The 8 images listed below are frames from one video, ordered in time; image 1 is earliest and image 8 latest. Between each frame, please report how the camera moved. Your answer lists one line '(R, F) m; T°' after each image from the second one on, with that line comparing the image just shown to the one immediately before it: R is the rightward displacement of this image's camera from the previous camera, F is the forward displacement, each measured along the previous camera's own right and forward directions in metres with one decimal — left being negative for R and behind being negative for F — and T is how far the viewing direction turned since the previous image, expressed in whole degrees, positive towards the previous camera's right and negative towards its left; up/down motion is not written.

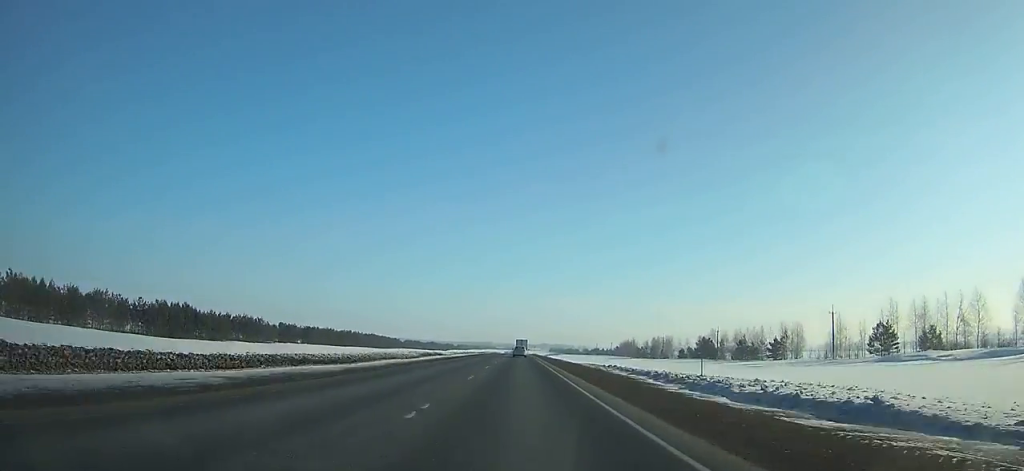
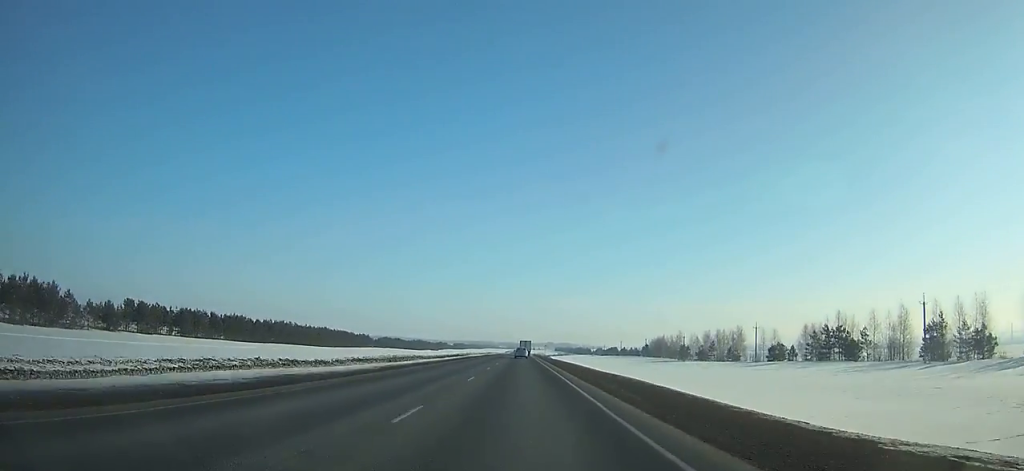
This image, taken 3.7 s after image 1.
(0.0, +83.3) m; 0°
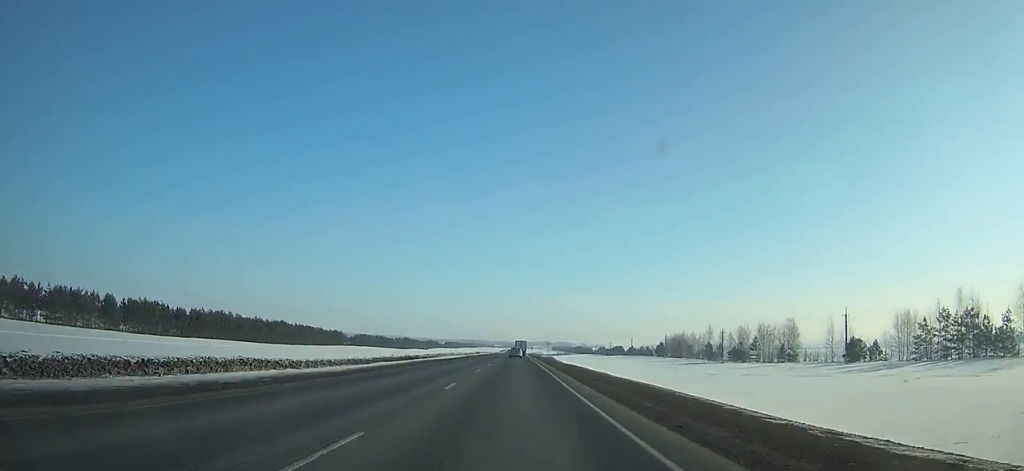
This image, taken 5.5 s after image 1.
(+0.1, +40.3) m; 0°
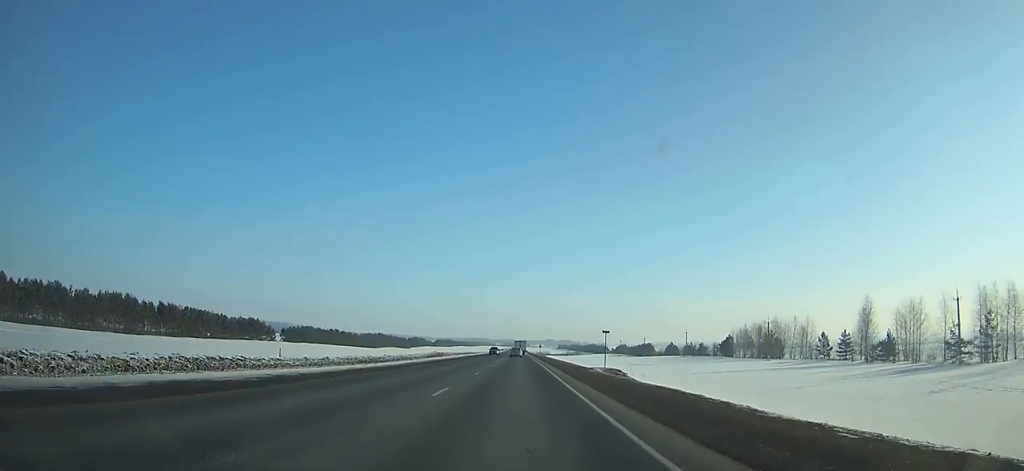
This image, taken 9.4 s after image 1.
(+0.2, +87.0) m; 0°
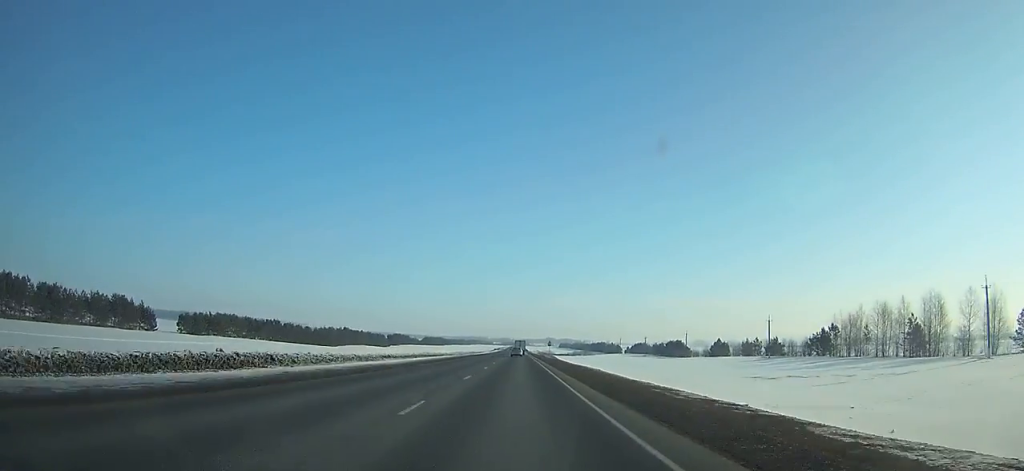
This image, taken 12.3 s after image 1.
(0.0, +64.6) m; 0°
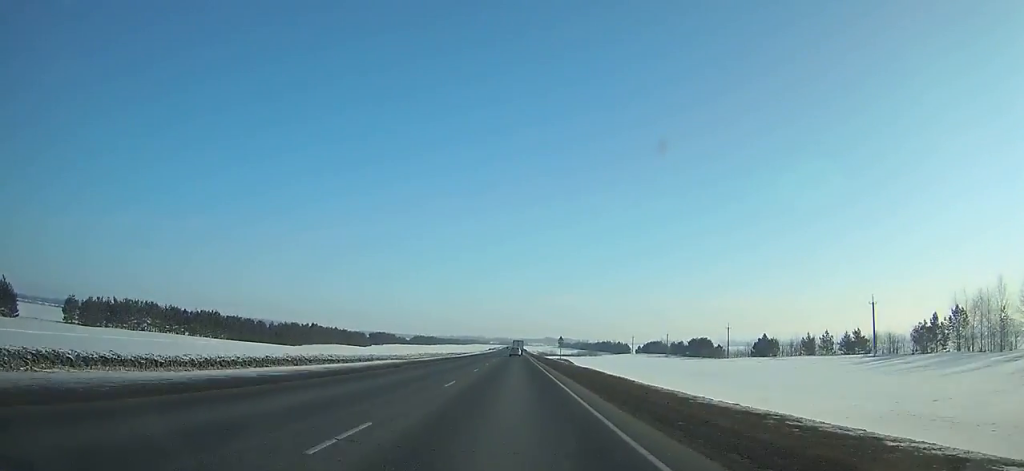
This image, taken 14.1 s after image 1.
(+0.2, +40.2) m; 0°
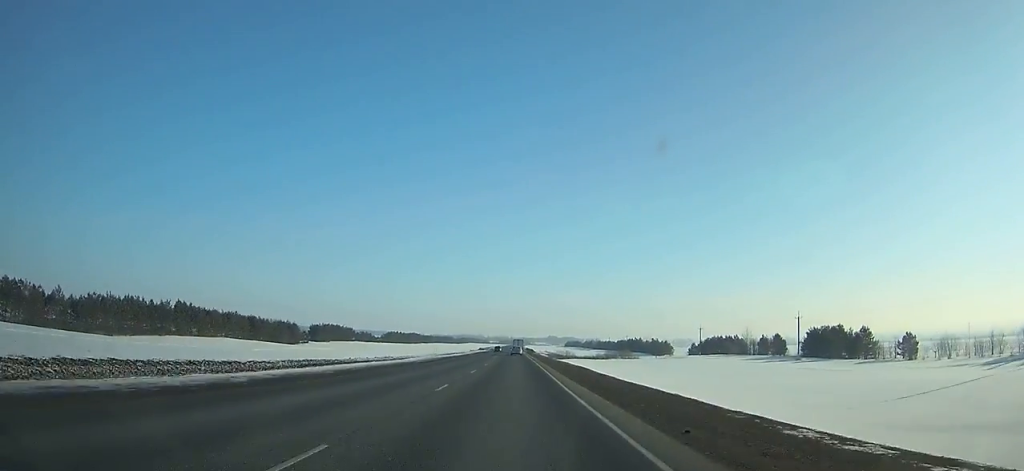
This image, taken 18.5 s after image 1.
(-0.2, +98.6) m; 0°
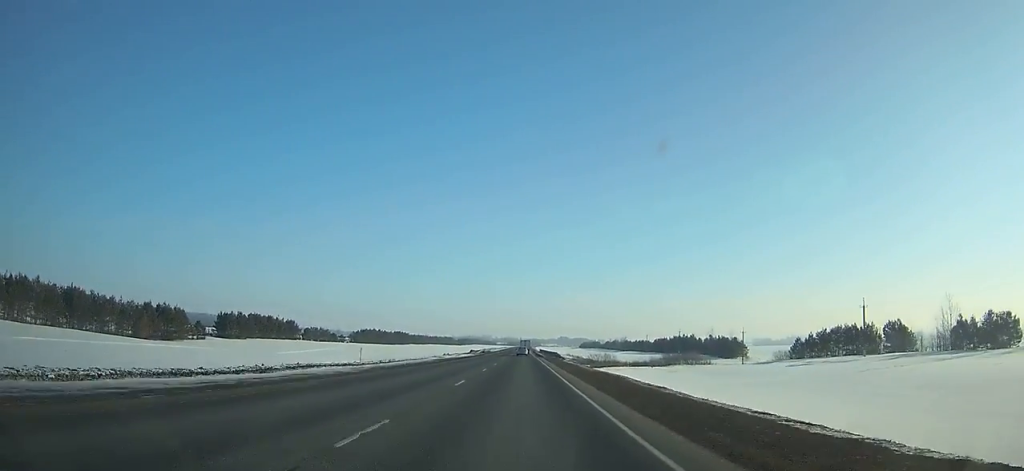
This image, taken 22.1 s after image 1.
(-0.1, +81.5) m; 0°
